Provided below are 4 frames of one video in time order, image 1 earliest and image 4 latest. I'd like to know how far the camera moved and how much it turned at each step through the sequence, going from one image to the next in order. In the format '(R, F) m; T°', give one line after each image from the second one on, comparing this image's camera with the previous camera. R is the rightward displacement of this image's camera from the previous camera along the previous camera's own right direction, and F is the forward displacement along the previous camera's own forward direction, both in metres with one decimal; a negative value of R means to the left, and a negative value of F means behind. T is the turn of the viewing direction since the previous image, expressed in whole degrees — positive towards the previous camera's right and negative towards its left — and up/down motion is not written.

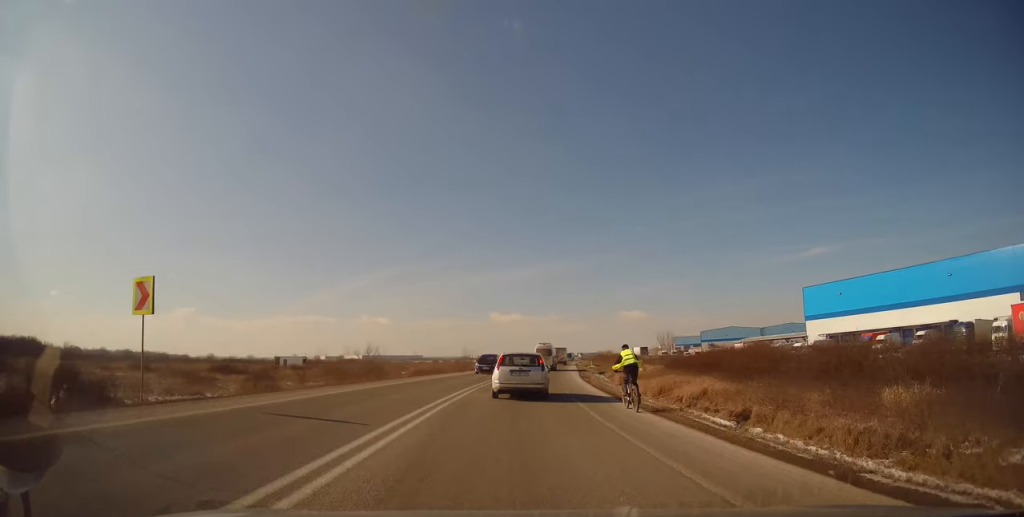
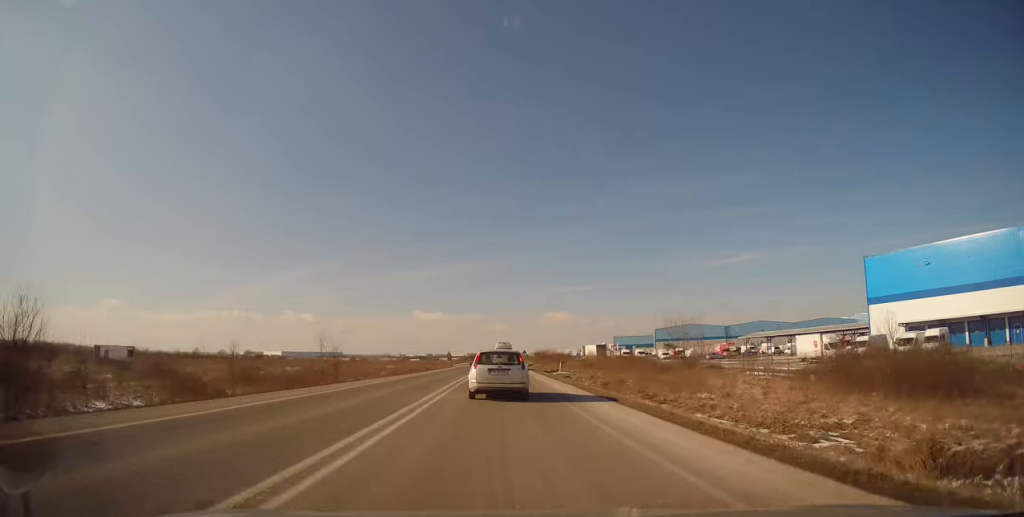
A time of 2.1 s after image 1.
(+2.9, +40.7) m; +6°
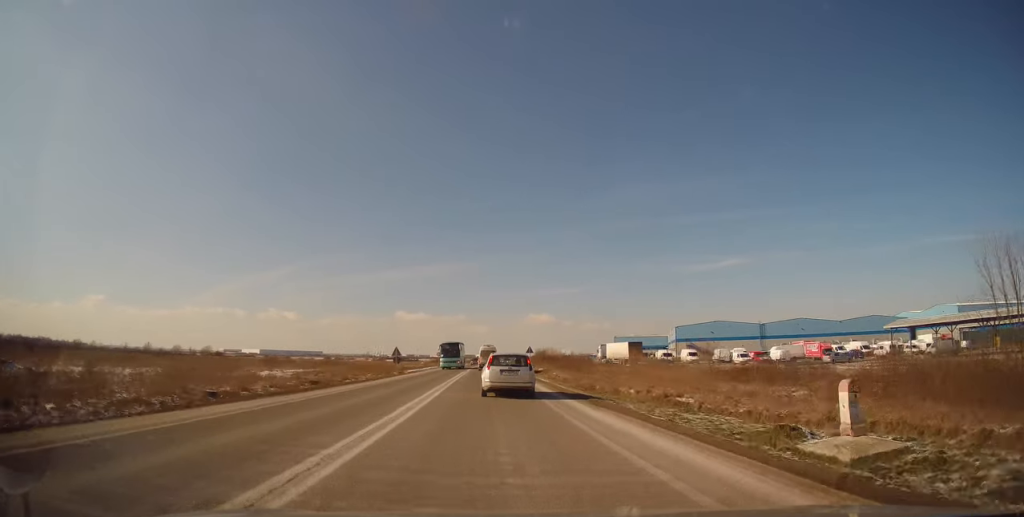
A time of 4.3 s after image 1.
(+1.7, +43.8) m; +4°
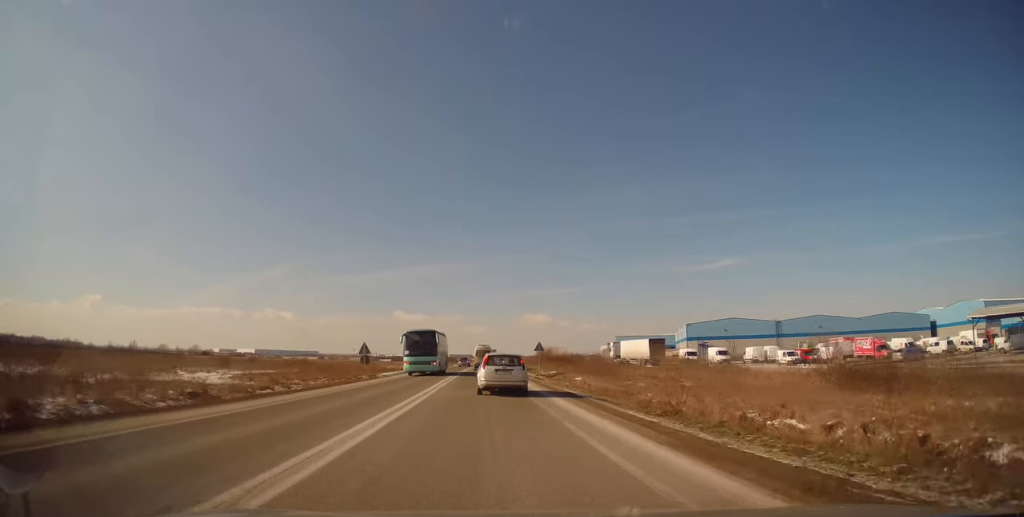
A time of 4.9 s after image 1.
(+0.1, +13.5) m; 0°
